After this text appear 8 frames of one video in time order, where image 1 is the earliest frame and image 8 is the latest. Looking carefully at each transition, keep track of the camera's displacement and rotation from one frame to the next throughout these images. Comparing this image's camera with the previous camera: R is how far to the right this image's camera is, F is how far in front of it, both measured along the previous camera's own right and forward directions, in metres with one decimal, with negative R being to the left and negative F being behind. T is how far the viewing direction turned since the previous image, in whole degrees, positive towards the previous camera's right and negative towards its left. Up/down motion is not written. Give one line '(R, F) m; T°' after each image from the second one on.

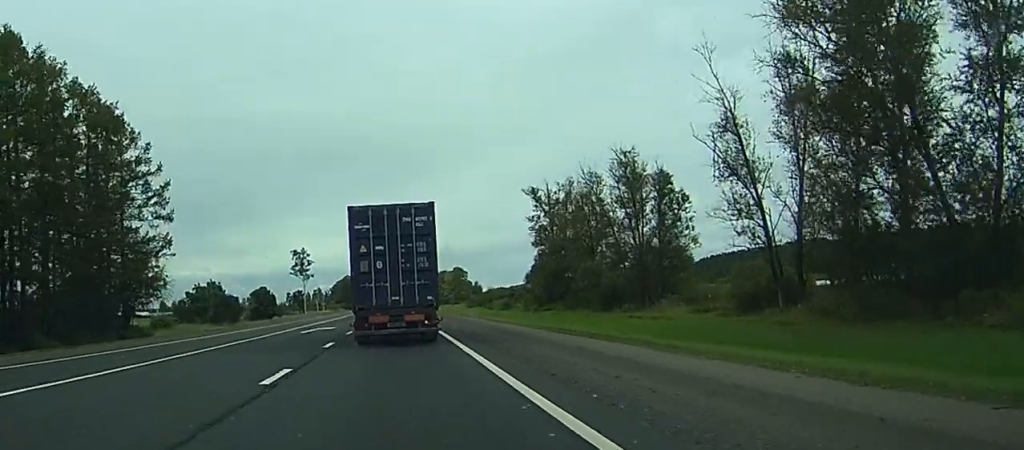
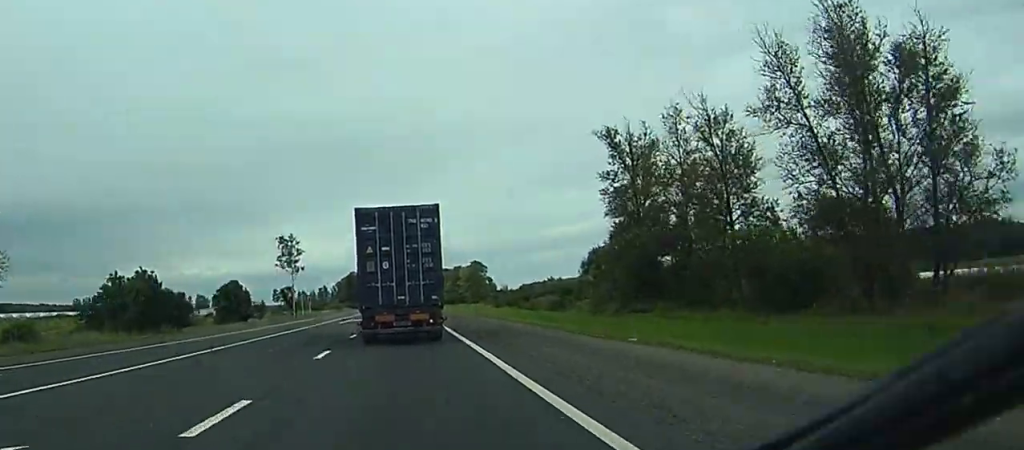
(0.0, +41.2) m; 0°
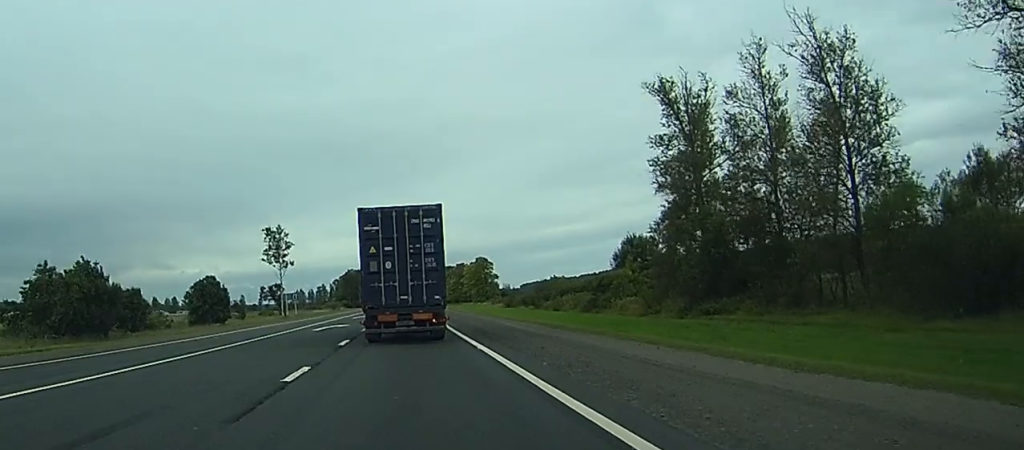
(-0.1, +17.8) m; 0°
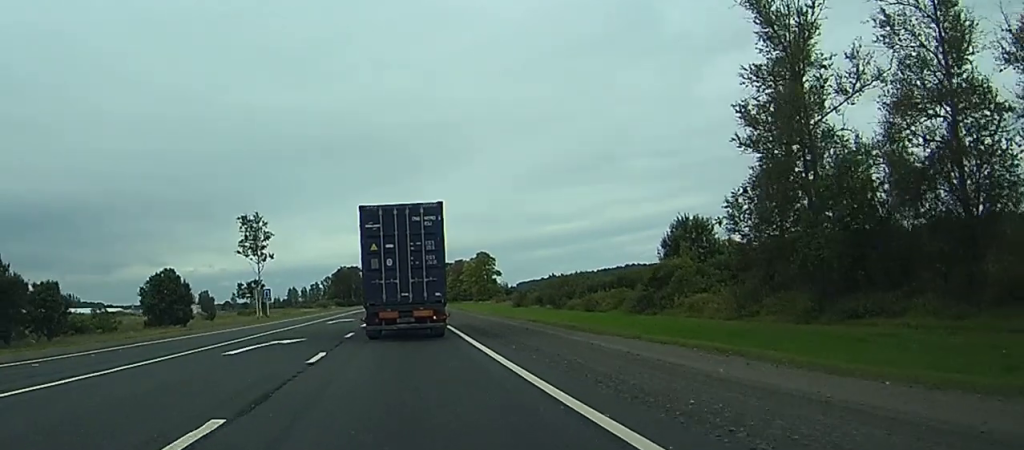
(+0.1, +20.2) m; 0°
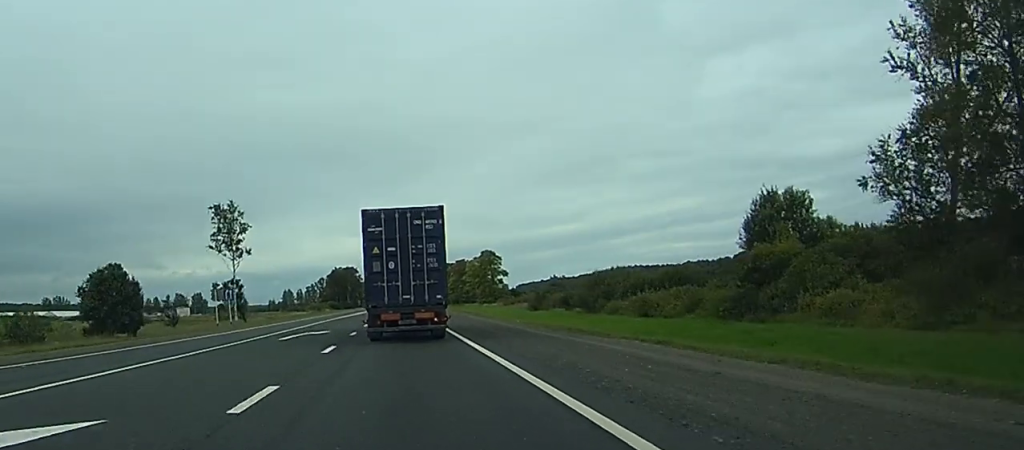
(+0.1, +20.3) m; 0°
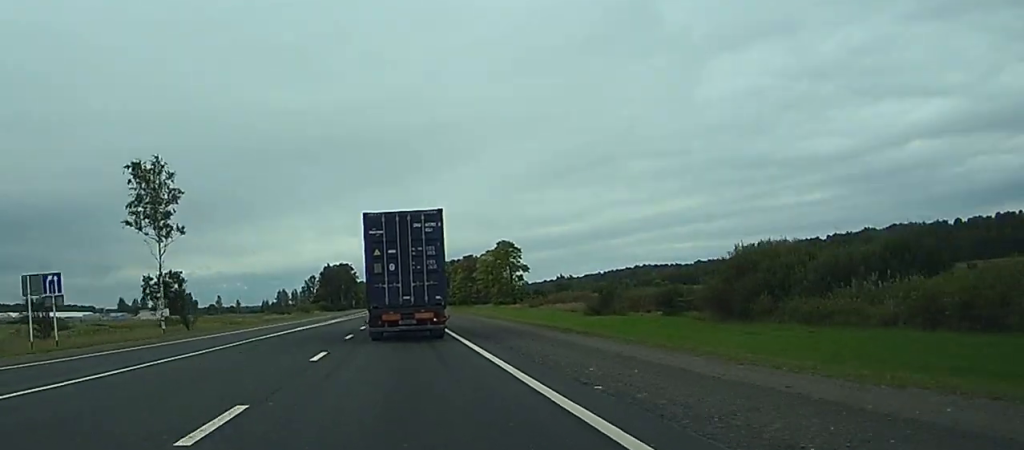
(-0.3, +39.0) m; -1°
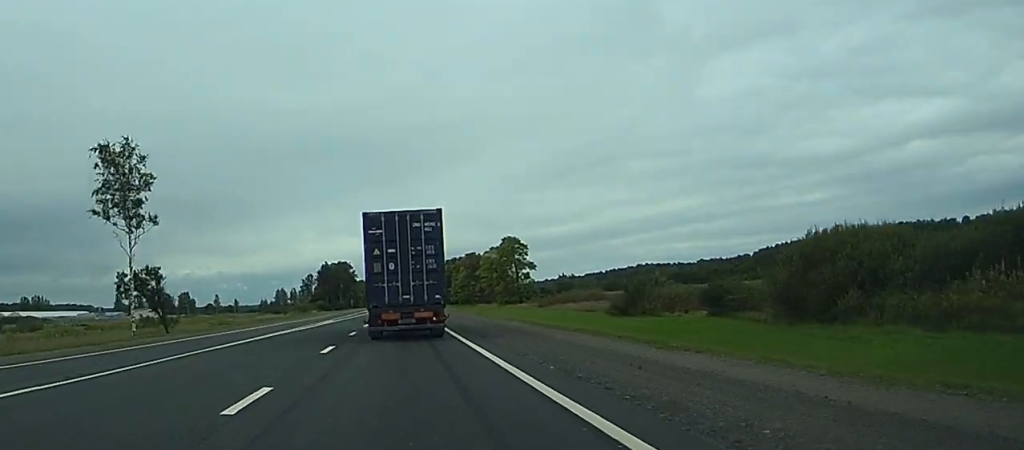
(0.0, +9.8) m; 0°
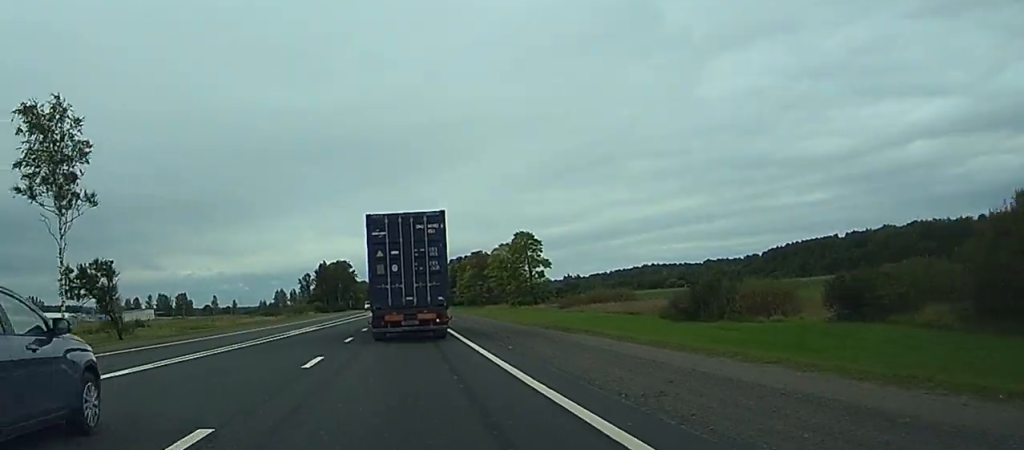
(0.0, +16.5) m; 0°
